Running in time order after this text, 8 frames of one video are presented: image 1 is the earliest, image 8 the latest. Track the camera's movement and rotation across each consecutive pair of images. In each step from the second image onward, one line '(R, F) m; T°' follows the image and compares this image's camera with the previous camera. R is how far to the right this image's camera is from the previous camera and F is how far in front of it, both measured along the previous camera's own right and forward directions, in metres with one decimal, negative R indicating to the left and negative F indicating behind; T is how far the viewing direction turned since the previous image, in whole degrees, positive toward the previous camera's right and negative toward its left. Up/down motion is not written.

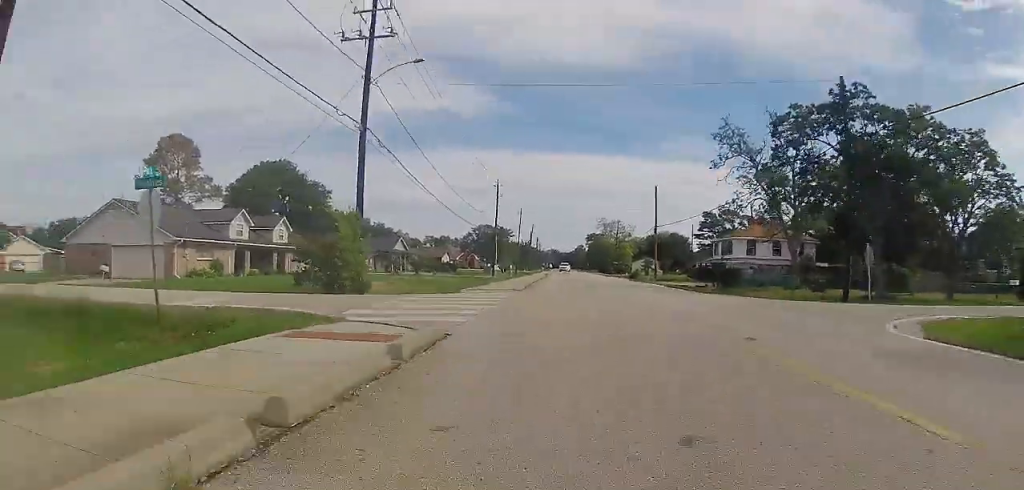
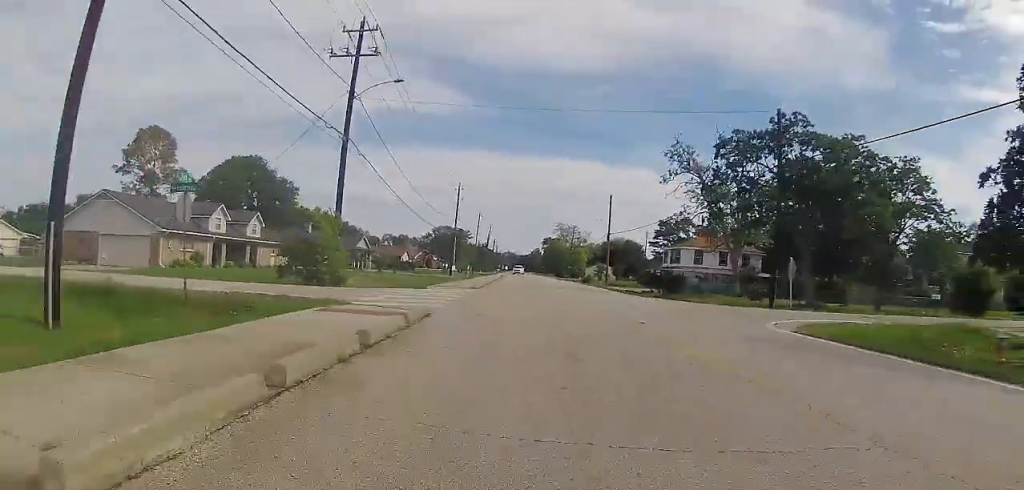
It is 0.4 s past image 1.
(0.0, +3.0) m; 0°
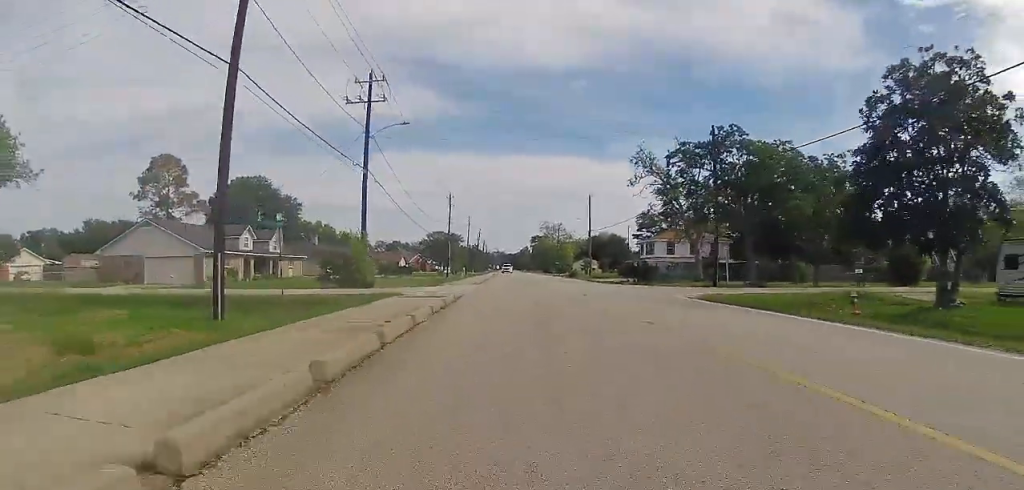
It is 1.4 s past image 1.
(0.0, +6.9) m; +3°
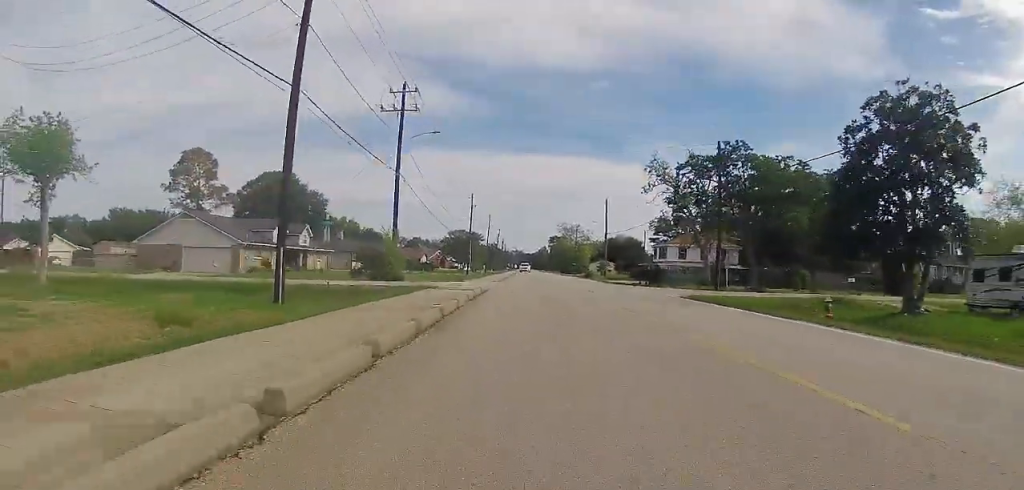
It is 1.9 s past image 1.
(+0.2, +3.0) m; 0°
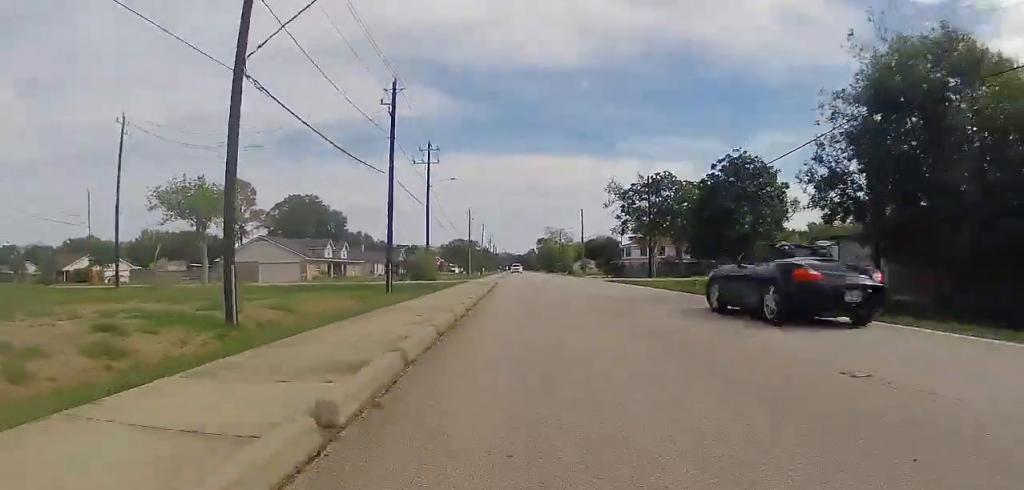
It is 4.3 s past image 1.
(+0.2, +16.9) m; 0°
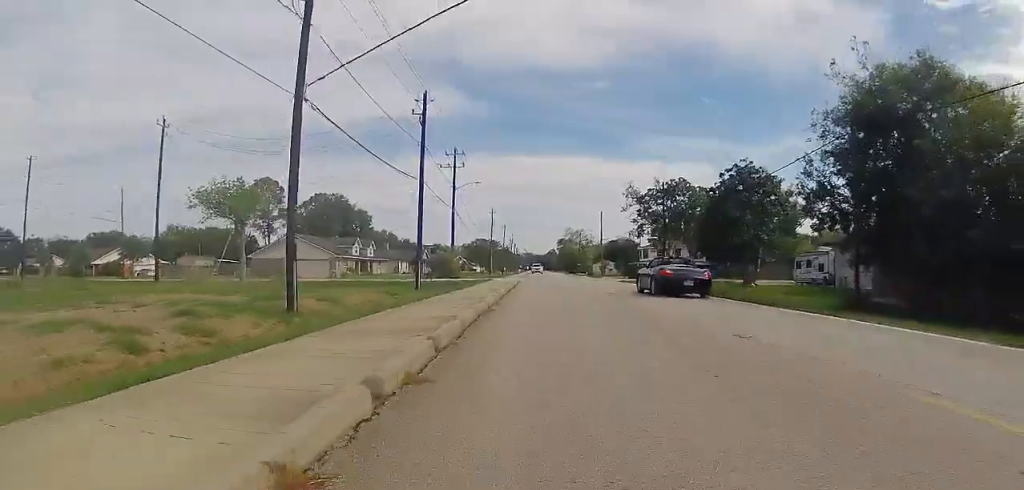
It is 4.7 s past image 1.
(-0.1, +2.8) m; -1°
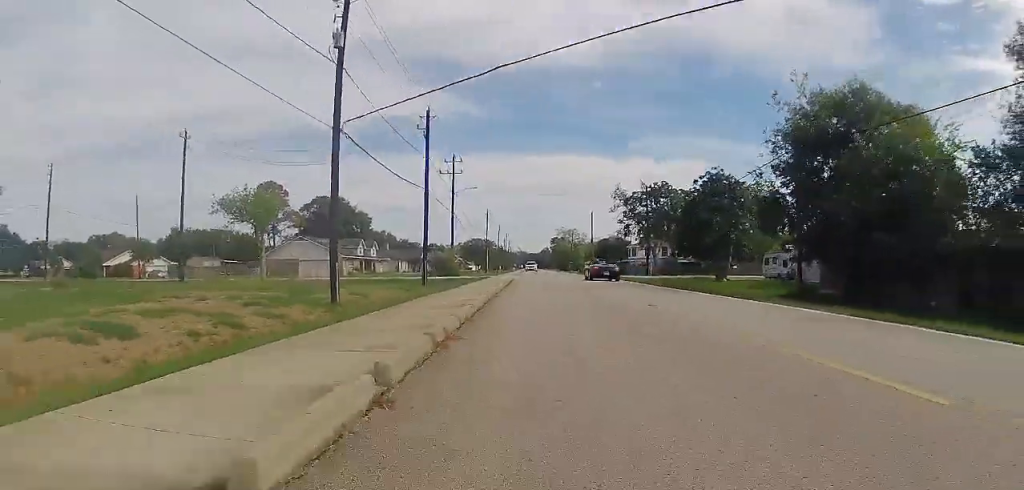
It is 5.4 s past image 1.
(-0.2, +4.6) m; -2°
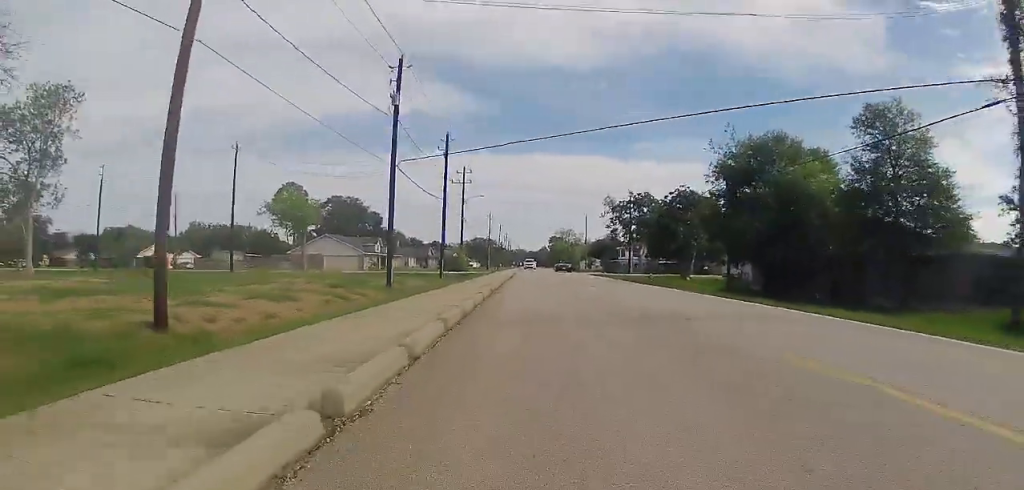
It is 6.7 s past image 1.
(+0.3, +9.3) m; +3°
